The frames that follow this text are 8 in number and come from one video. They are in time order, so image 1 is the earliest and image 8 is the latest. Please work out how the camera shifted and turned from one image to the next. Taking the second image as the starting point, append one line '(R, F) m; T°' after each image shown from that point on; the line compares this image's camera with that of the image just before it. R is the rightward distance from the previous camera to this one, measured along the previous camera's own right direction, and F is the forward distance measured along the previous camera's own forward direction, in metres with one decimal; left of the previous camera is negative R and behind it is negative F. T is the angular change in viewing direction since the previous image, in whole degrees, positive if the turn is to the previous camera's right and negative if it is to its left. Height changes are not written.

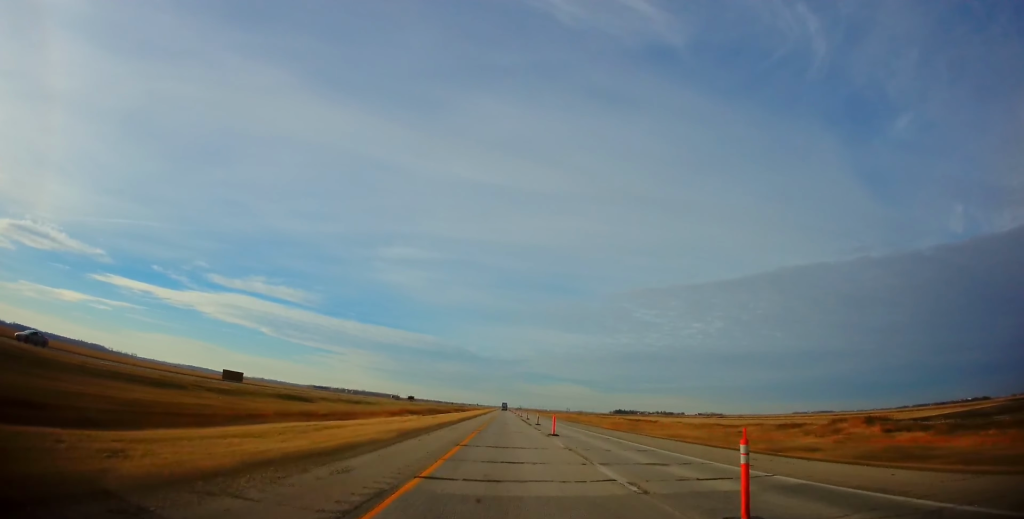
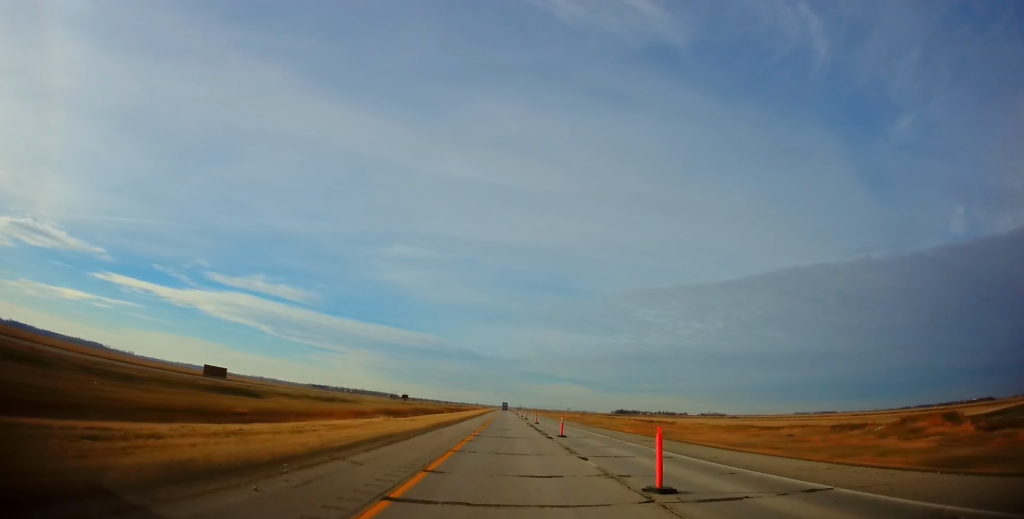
(-0.1, +20.8) m; 0°
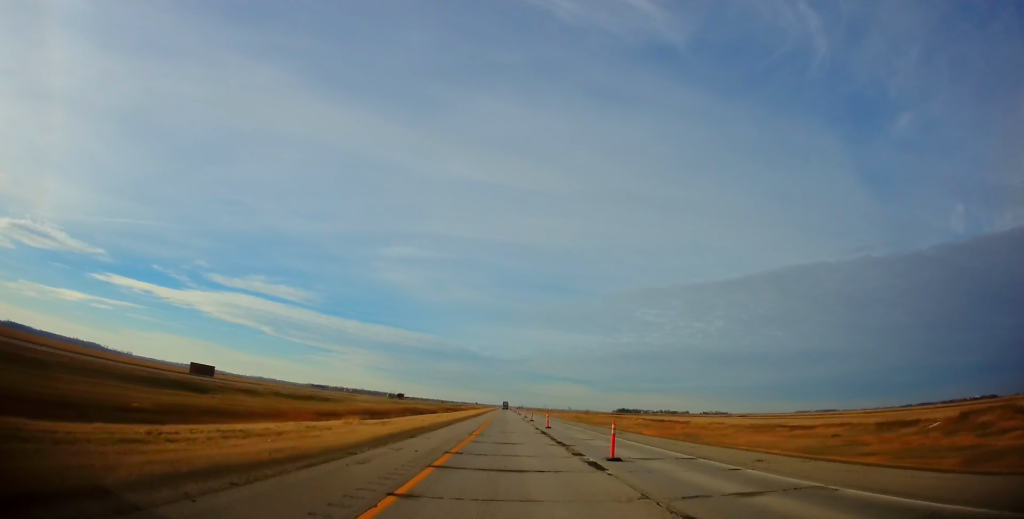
(-0.1, +13.9) m; 0°
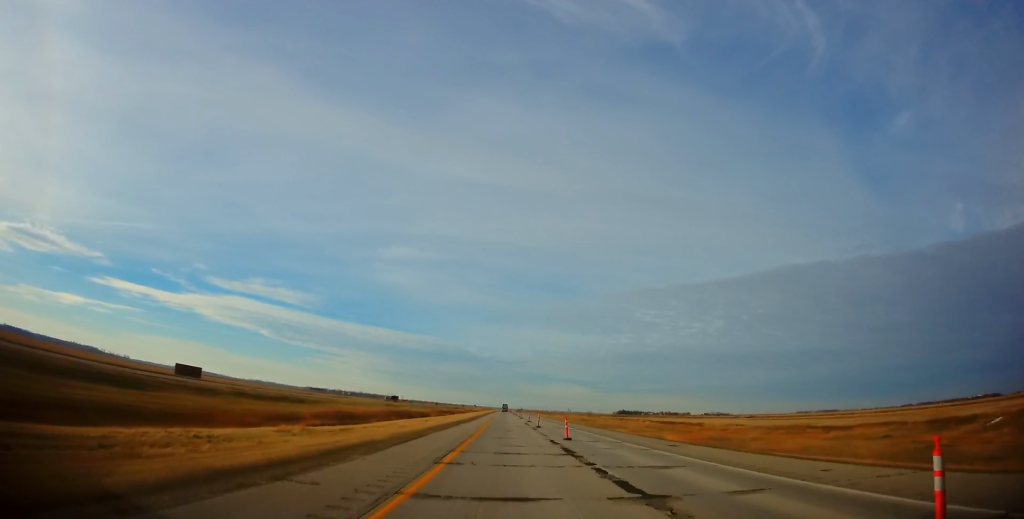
(+0.1, +12.7) m; +1°
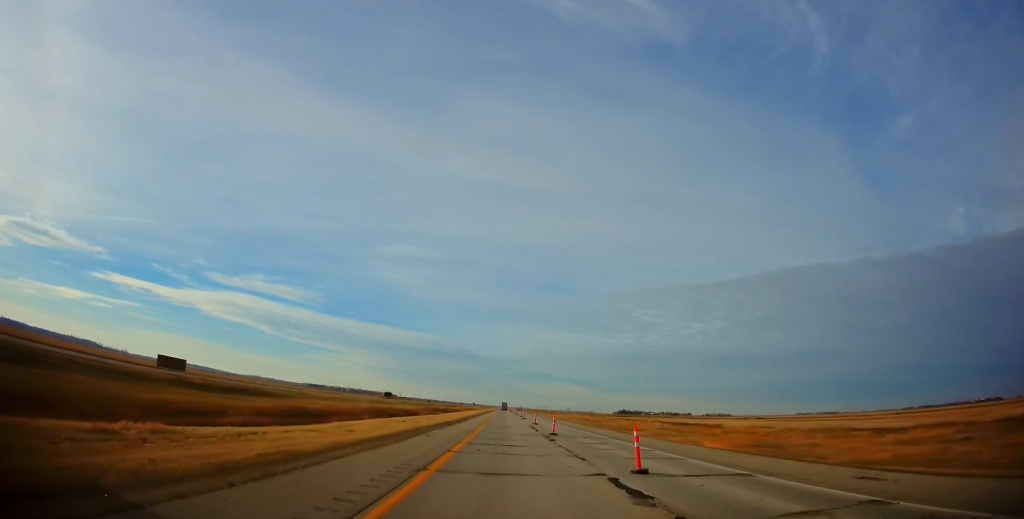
(0.0, +15.2) m; 0°
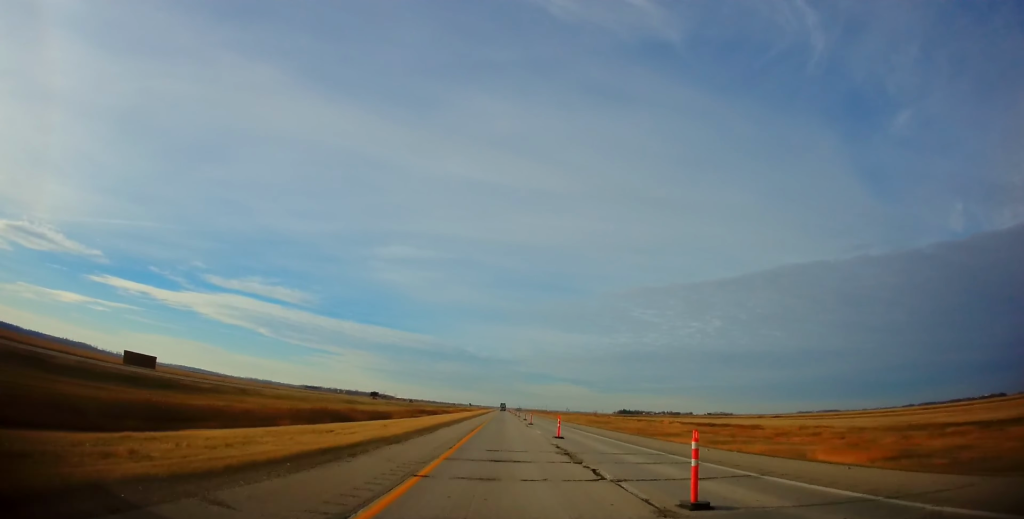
(-0.2, +24.3) m; +1°
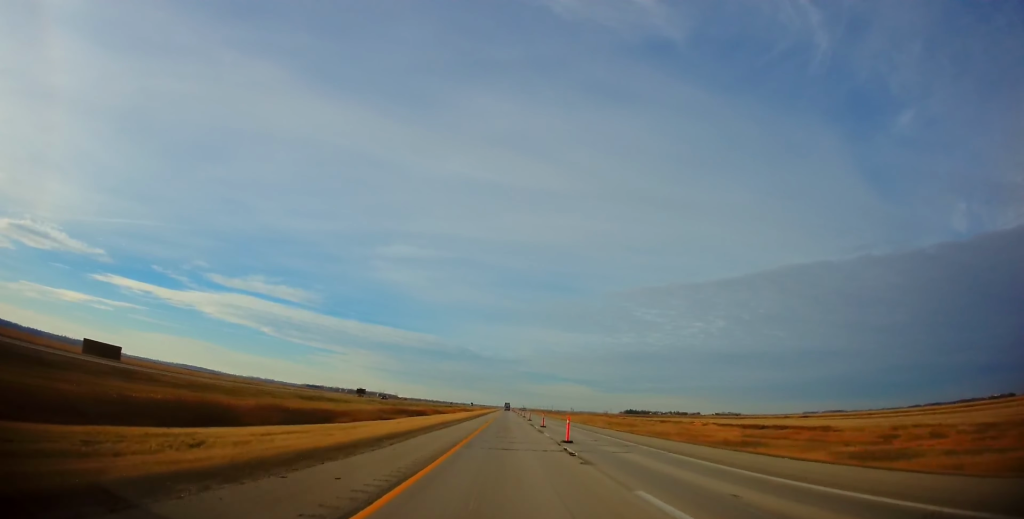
(0.0, +28.3) m; -2°
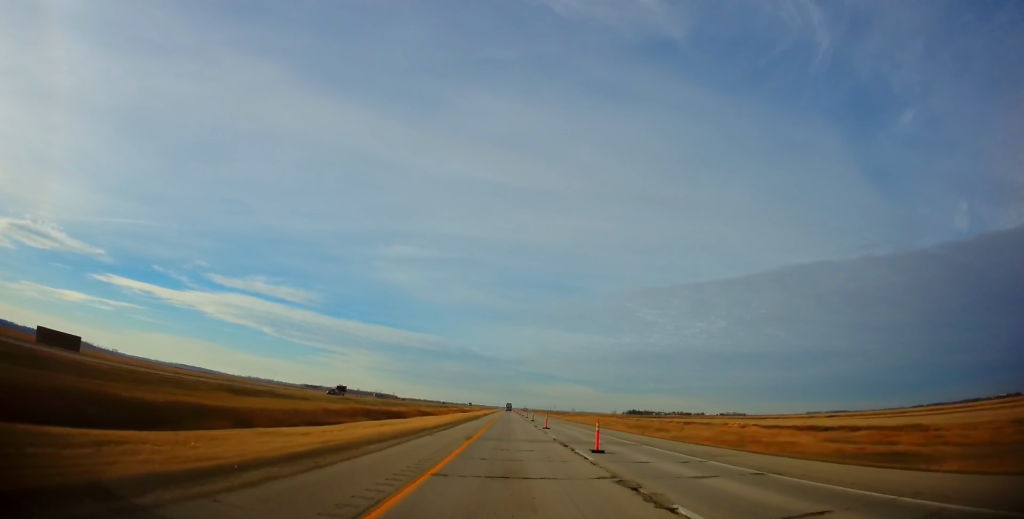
(-0.2, +26.0) m; 0°
